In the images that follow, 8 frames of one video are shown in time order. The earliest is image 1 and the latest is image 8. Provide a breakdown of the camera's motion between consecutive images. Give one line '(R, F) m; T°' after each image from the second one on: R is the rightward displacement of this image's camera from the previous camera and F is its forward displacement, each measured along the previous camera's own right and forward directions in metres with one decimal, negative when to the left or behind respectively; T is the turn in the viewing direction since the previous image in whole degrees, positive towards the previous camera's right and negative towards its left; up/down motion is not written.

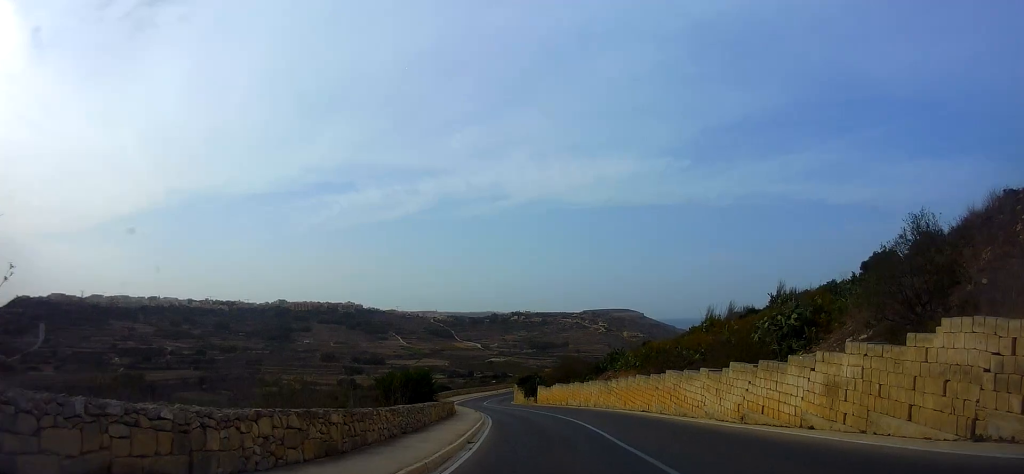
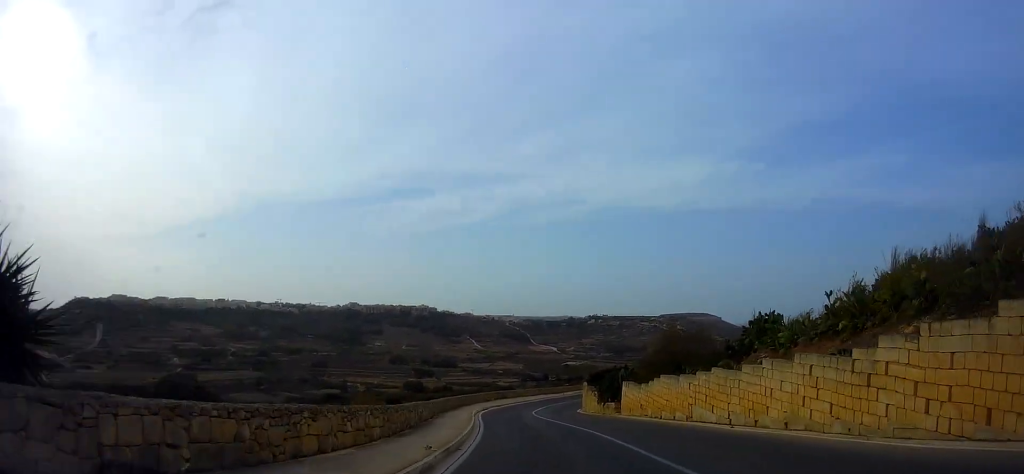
(-3.0, +21.7) m; -14°
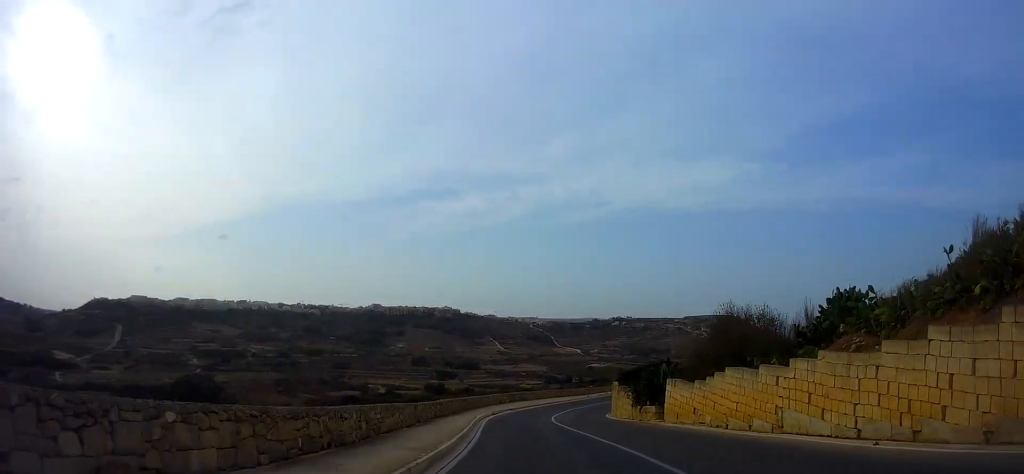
(-0.1, +6.4) m; -3°
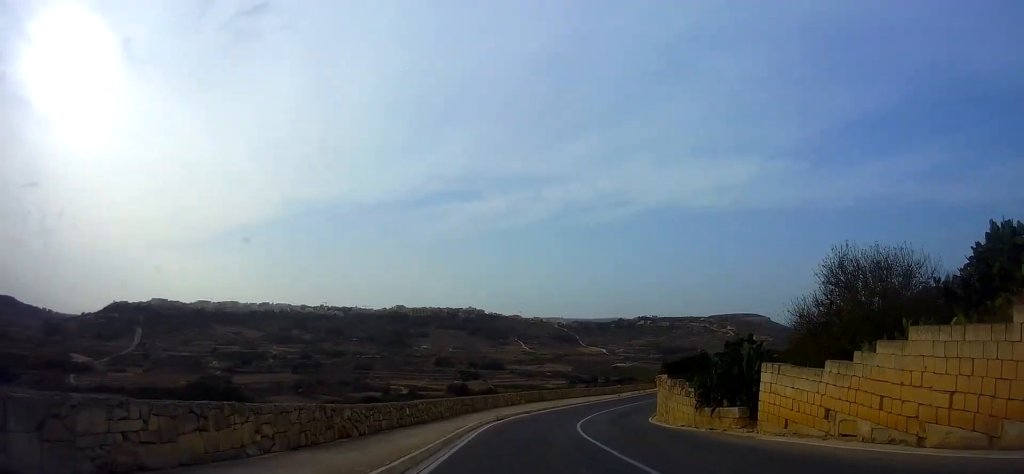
(-0.3, +8.9) m; -3°
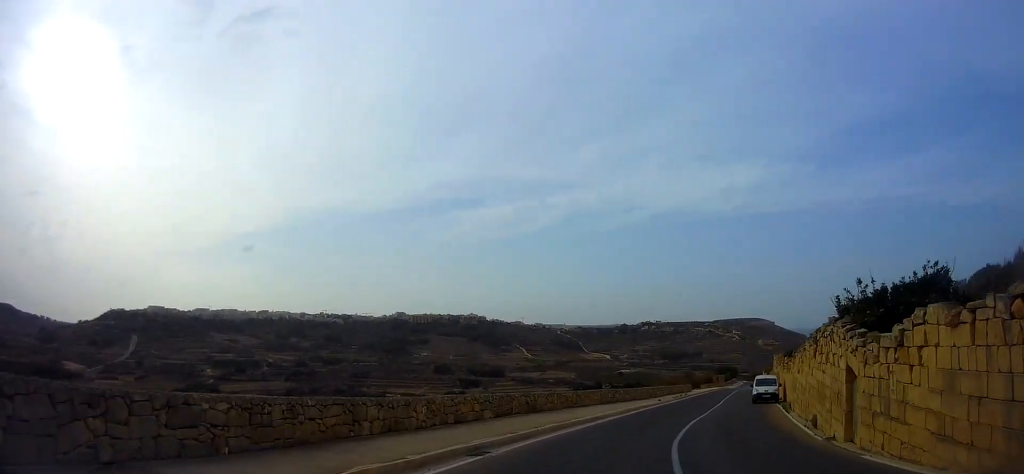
(-1.0, +21.6) m; -4°
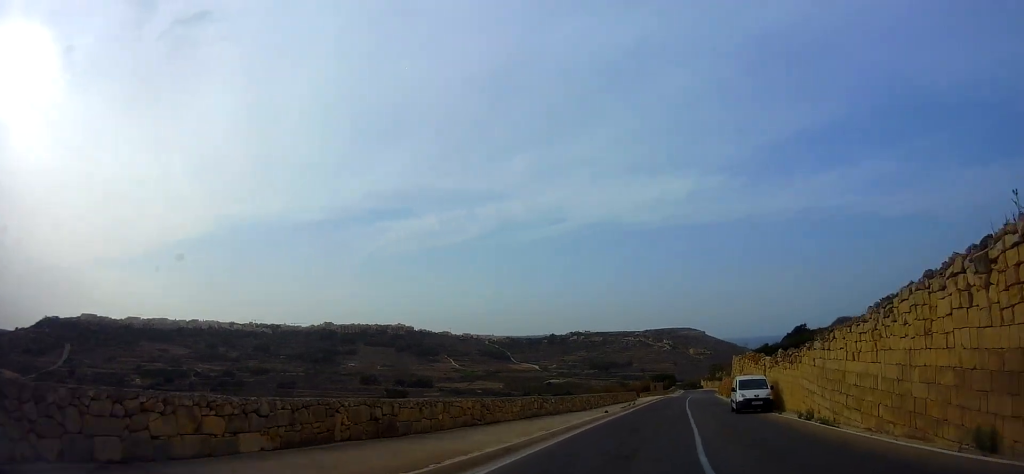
(+0.2, +10.6) m; -2°
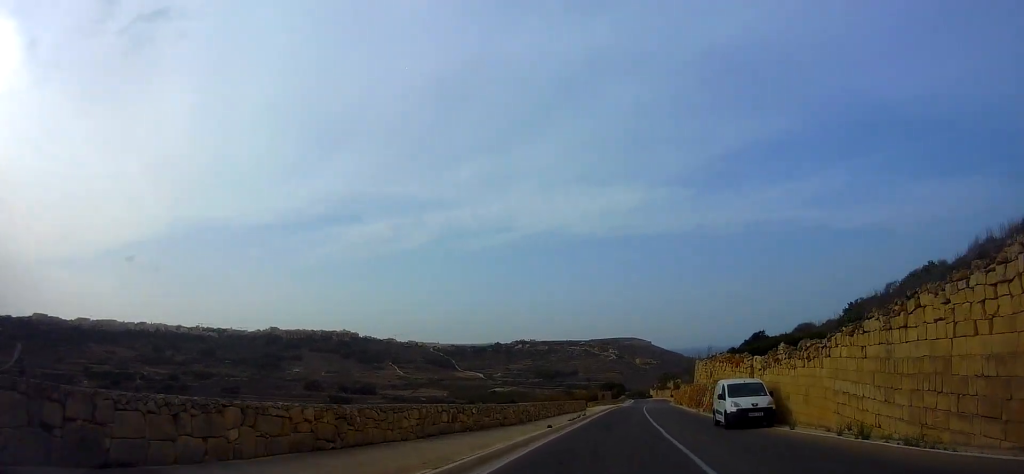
(-0.5, +6.9) m; +1°
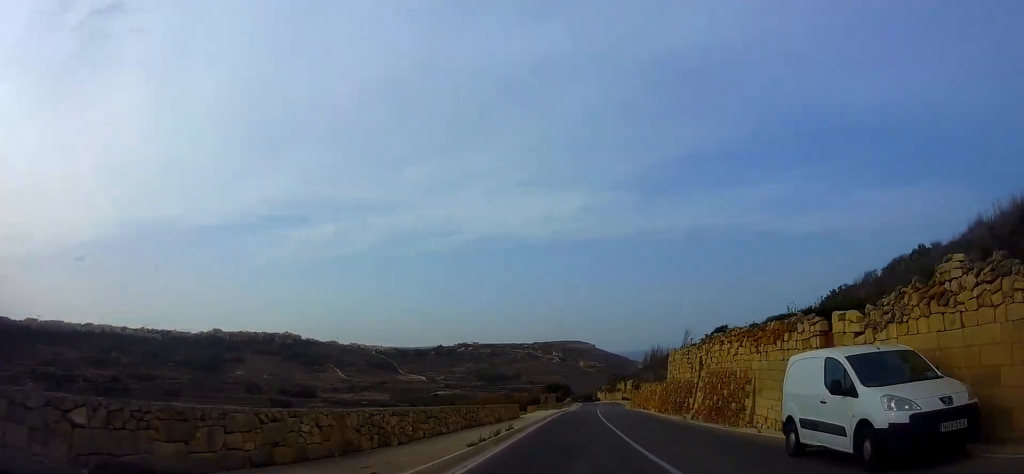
(+0.4, +12.3) m; +8°
